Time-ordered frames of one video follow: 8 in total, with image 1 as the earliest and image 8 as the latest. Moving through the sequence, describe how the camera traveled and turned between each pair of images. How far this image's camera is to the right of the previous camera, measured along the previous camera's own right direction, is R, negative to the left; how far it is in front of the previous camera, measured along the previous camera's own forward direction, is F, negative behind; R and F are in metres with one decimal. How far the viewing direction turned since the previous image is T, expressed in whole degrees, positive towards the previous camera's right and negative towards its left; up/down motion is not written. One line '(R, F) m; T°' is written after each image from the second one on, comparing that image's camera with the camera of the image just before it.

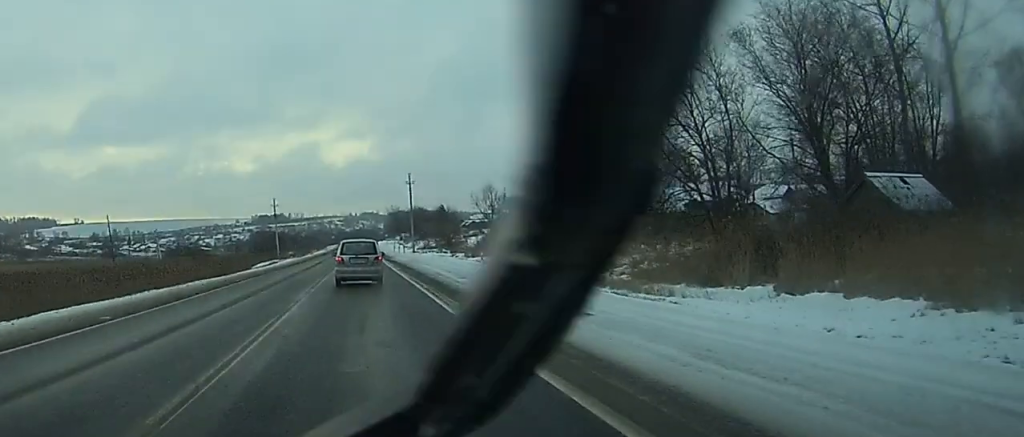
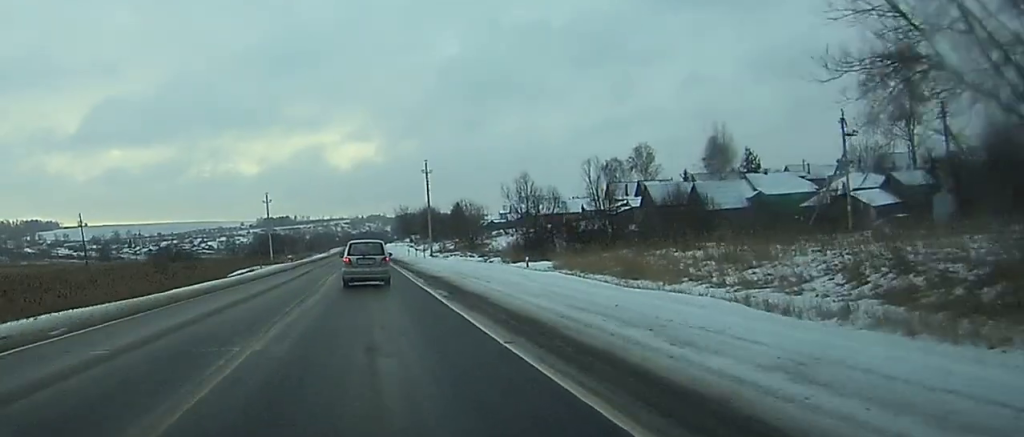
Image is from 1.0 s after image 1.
(-0.1, +22.3) m; 0°
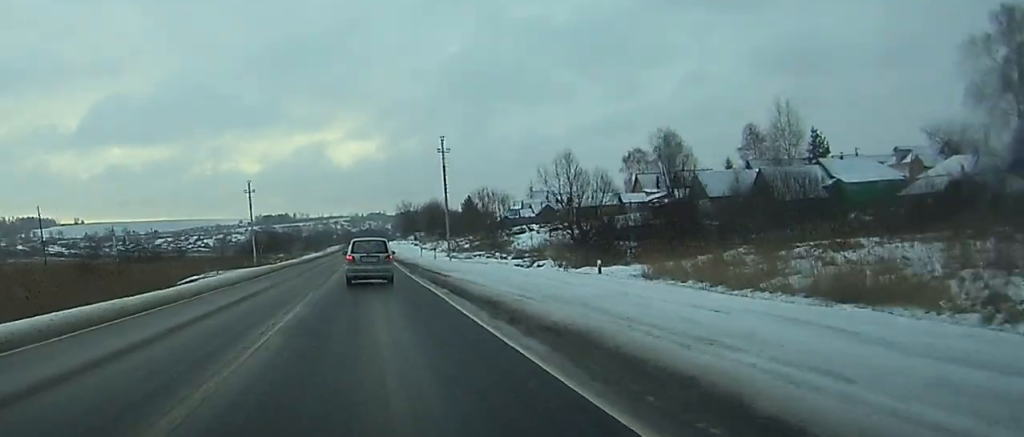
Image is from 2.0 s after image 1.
(0.0, +21.1) m; 0°
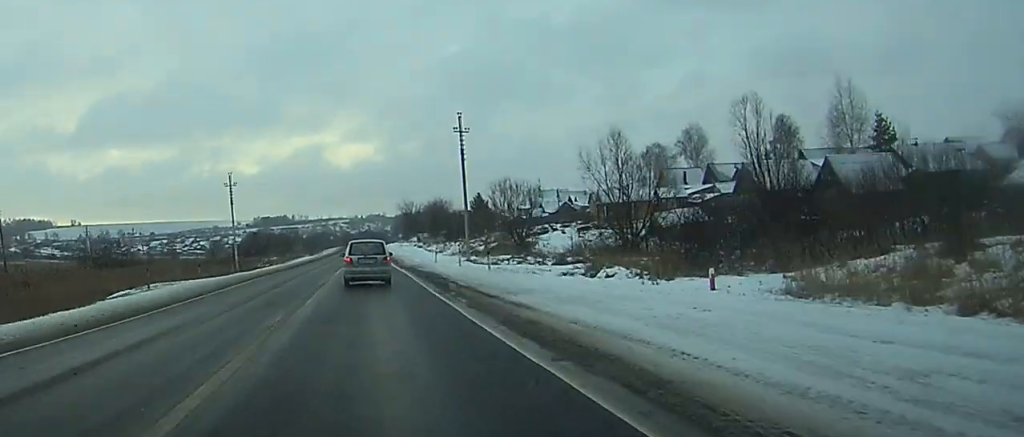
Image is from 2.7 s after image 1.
(0.0, +15.9) m; 0°
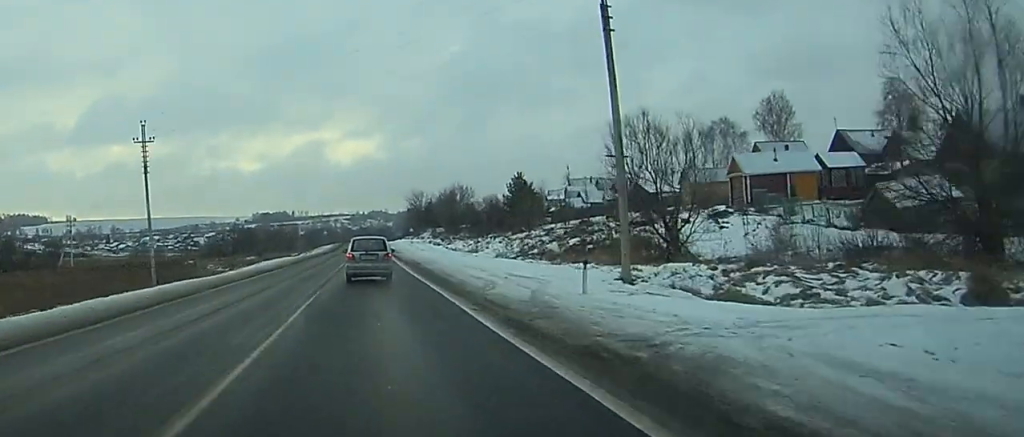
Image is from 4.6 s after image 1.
(+0.1, +40.7) m; 0°
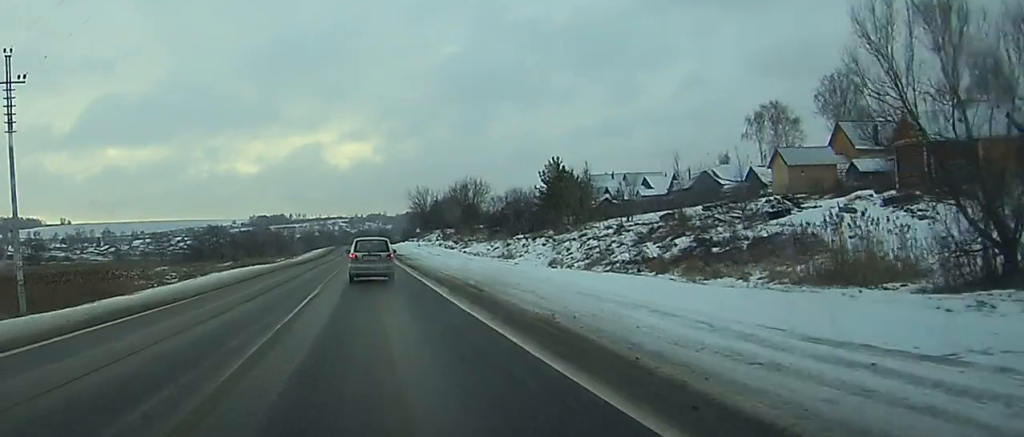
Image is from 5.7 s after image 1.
(0.0, +24.0) m; 0°
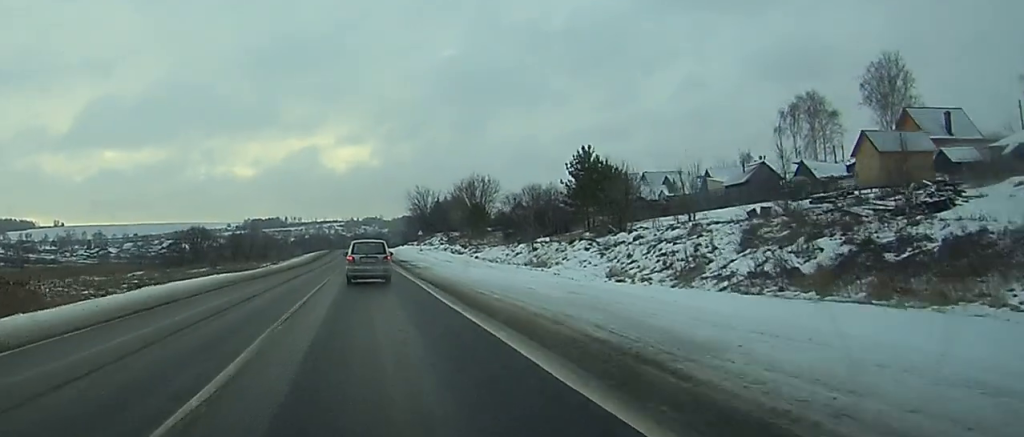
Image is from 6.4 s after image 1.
(0.0, +15.2) m; 0°
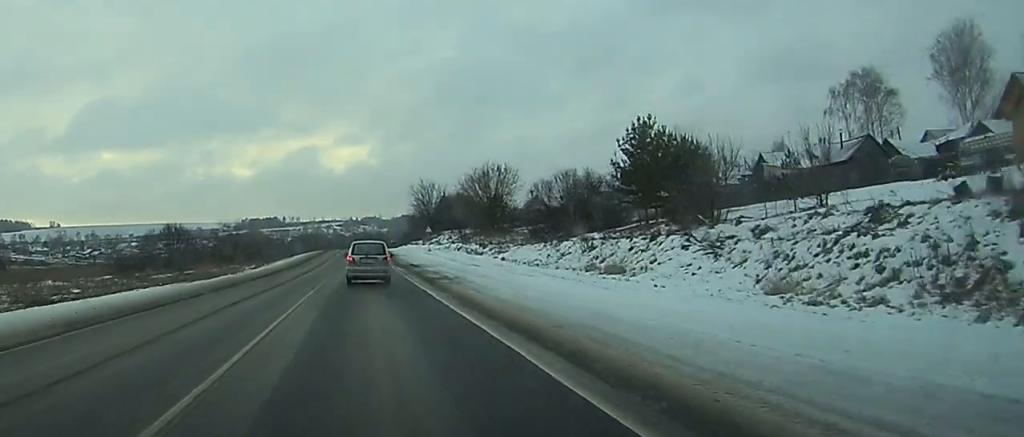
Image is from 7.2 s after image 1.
(0.0, +18.0) m; 0°
